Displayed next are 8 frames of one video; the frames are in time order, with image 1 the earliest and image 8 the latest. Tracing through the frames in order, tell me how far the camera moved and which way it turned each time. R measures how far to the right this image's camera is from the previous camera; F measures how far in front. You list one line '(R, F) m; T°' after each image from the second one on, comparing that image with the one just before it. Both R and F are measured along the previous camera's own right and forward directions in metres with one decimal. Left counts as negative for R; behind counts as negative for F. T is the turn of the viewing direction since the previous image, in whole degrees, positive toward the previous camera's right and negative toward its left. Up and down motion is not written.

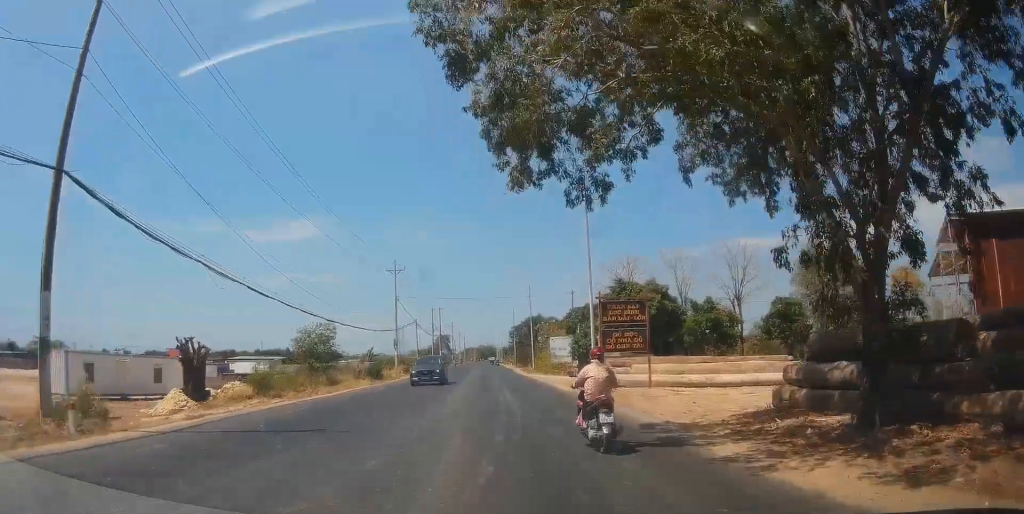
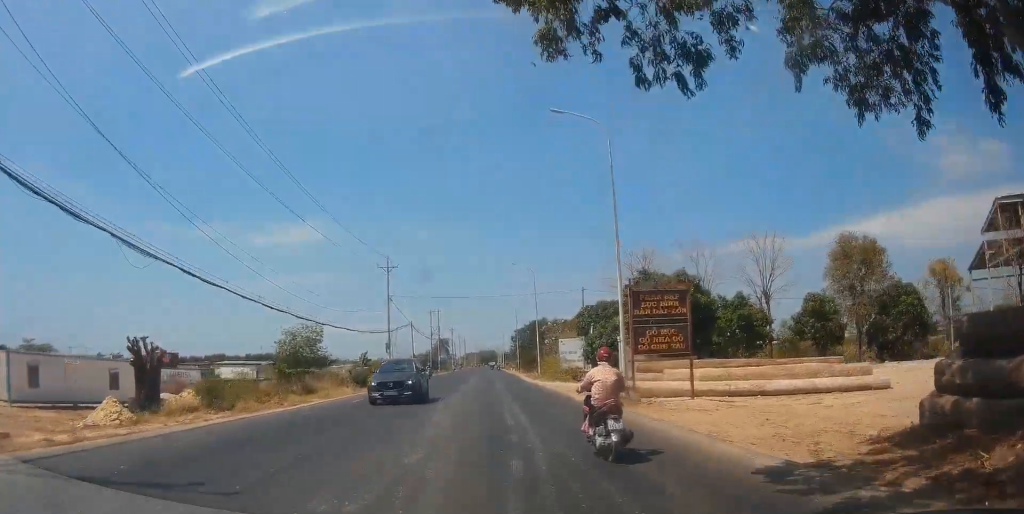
(-0.2, +5.8) m; +1°
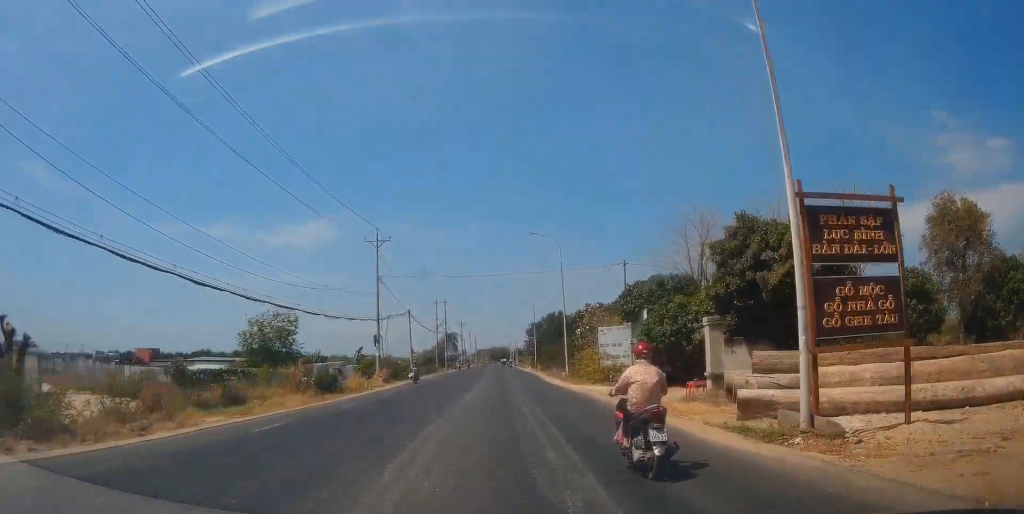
(+0.4, +12.5) m; 0°
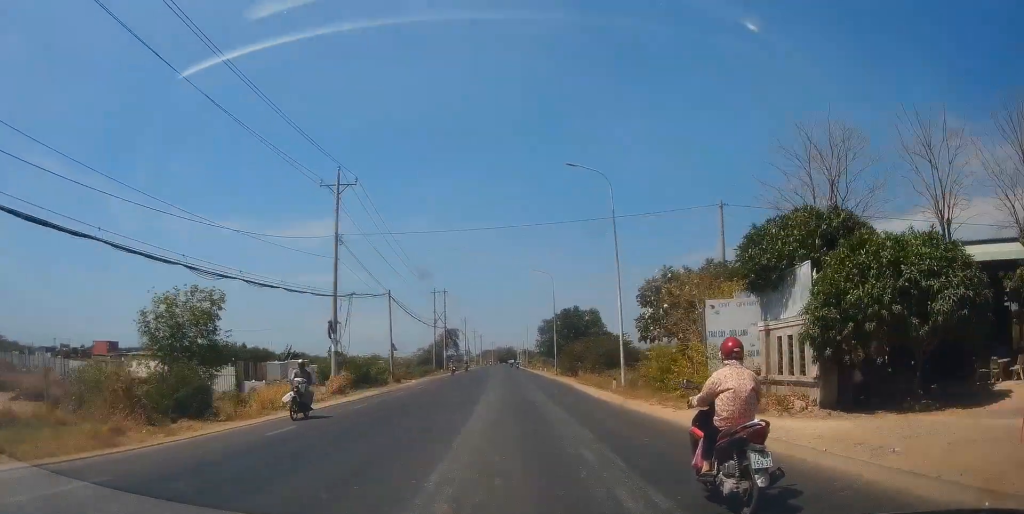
(-0.7, +16.8) m; -3°
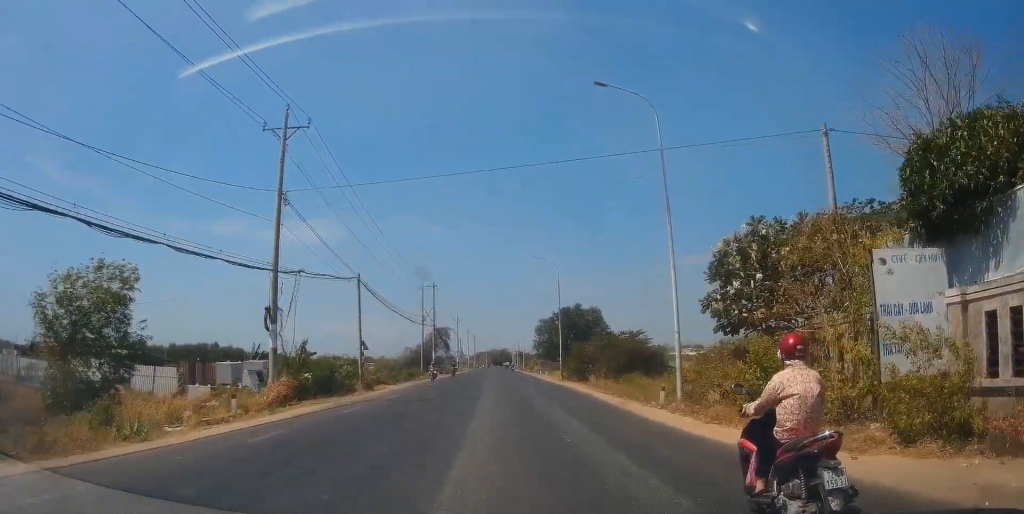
(0.0, +9.4) m; +2°
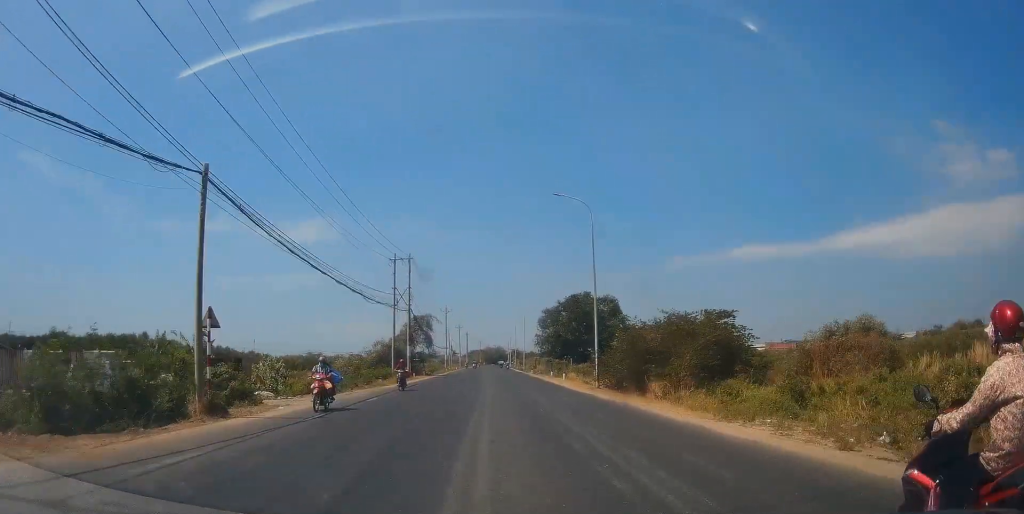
(+1.2, +20.6) m; +1°
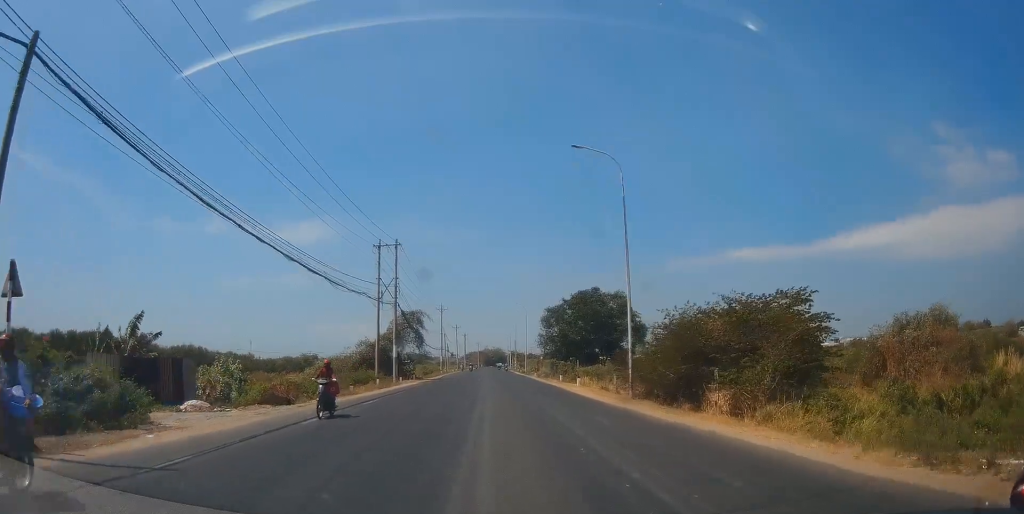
(-0.6, +8.5) m; -2°
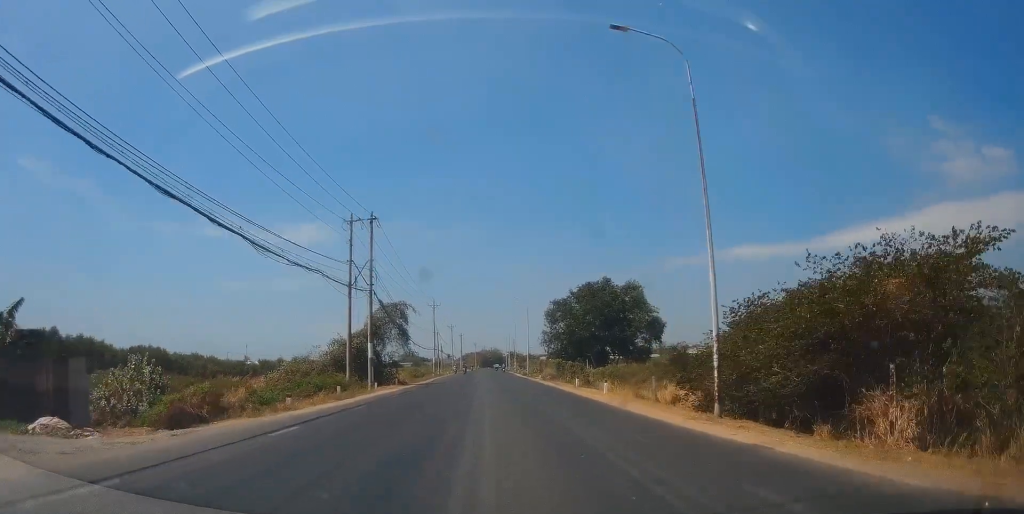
(-0.3, +10.3) m; 0°
